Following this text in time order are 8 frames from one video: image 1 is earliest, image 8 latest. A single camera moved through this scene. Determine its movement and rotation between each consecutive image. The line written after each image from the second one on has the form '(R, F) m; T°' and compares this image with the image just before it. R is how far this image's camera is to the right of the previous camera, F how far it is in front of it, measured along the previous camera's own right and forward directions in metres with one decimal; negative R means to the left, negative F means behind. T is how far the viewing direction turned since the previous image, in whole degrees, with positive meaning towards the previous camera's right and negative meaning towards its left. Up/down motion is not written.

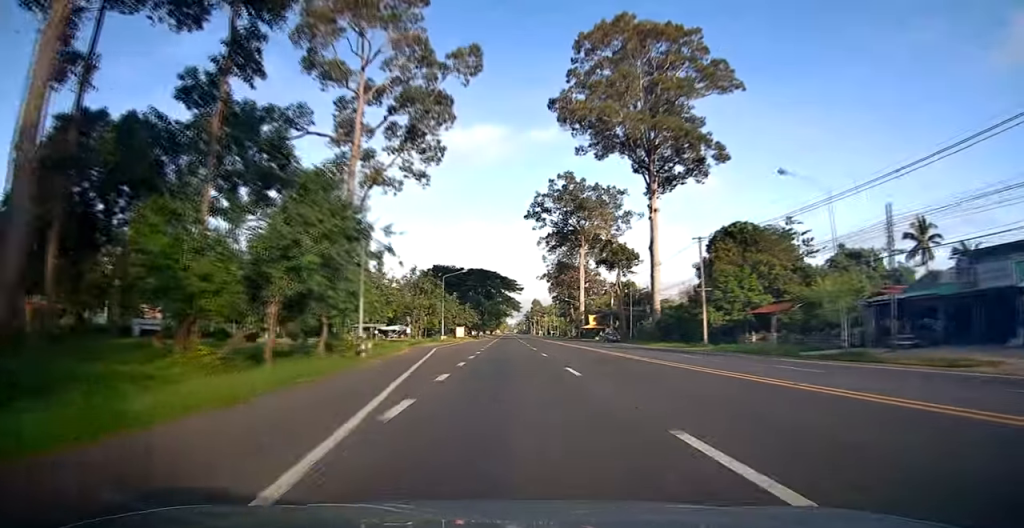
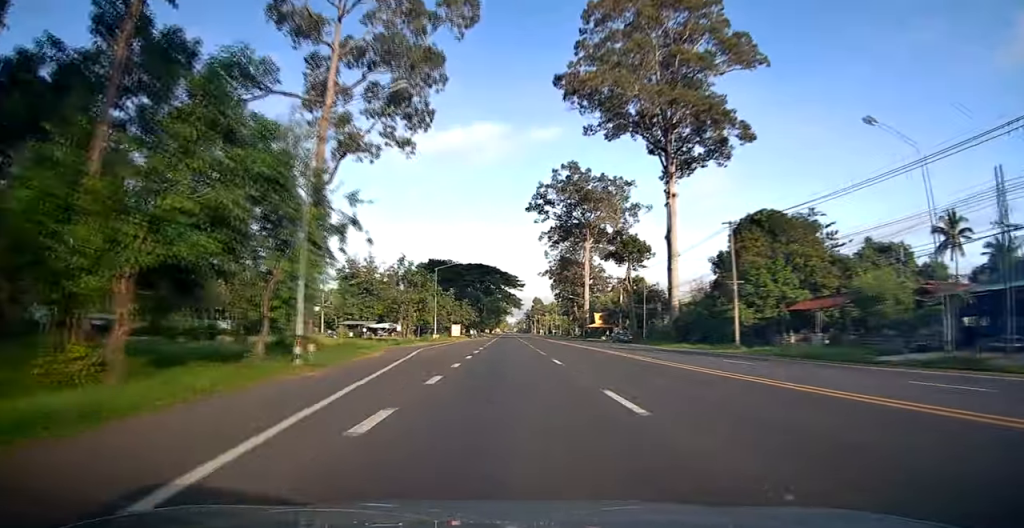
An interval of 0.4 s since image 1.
(0.0, +7.5) m; 0°
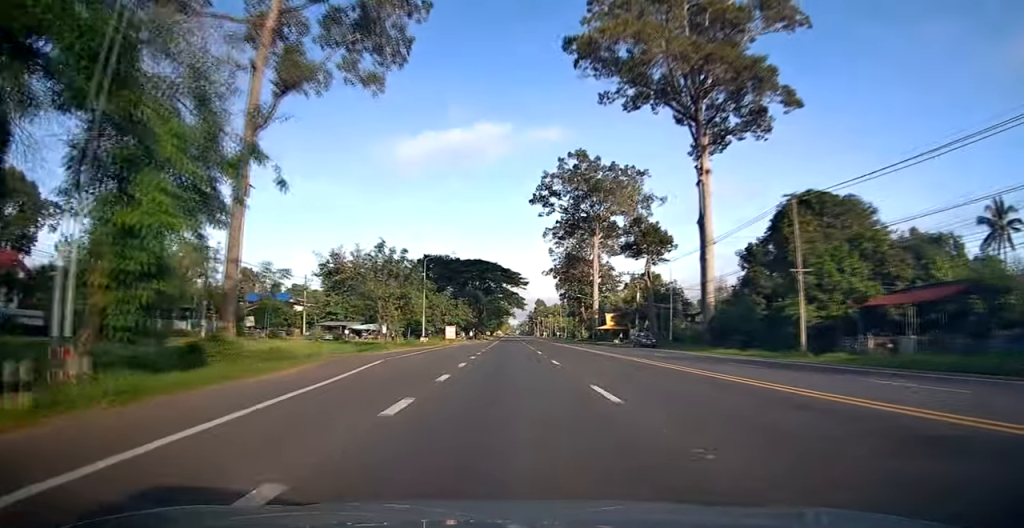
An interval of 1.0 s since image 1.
(-0.1, +10.3) m; +1°
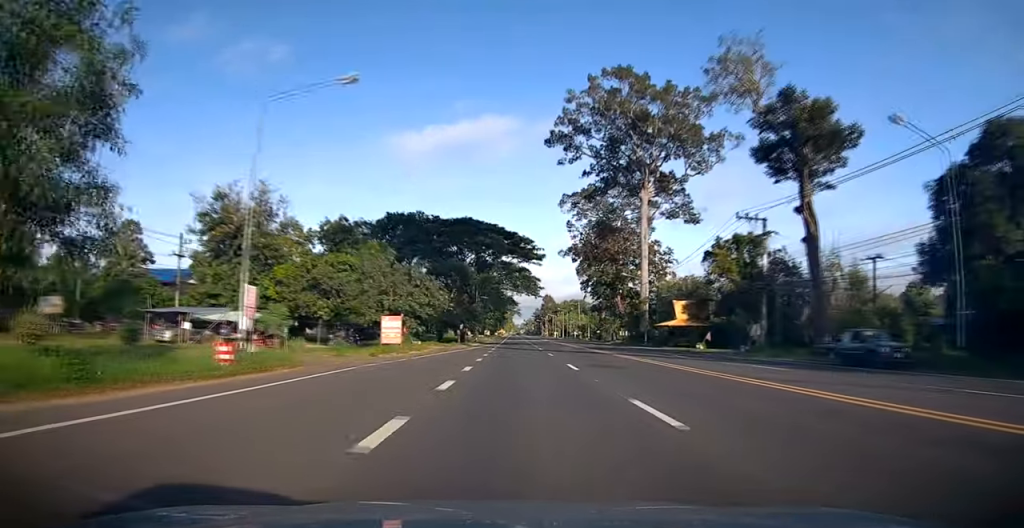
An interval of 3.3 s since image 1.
(+0.4, +38.8) m; -1°
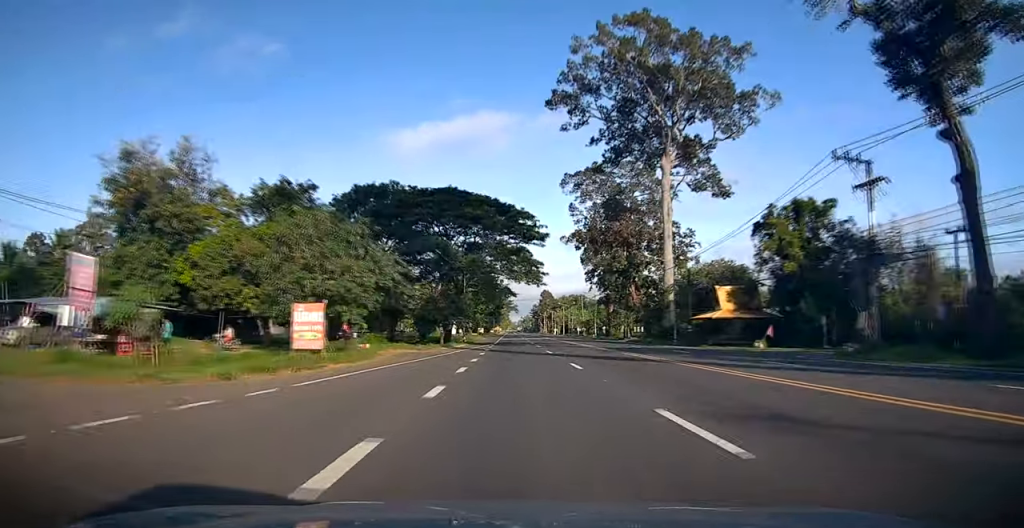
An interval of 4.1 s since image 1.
(0.0, +13.7) m; +1°
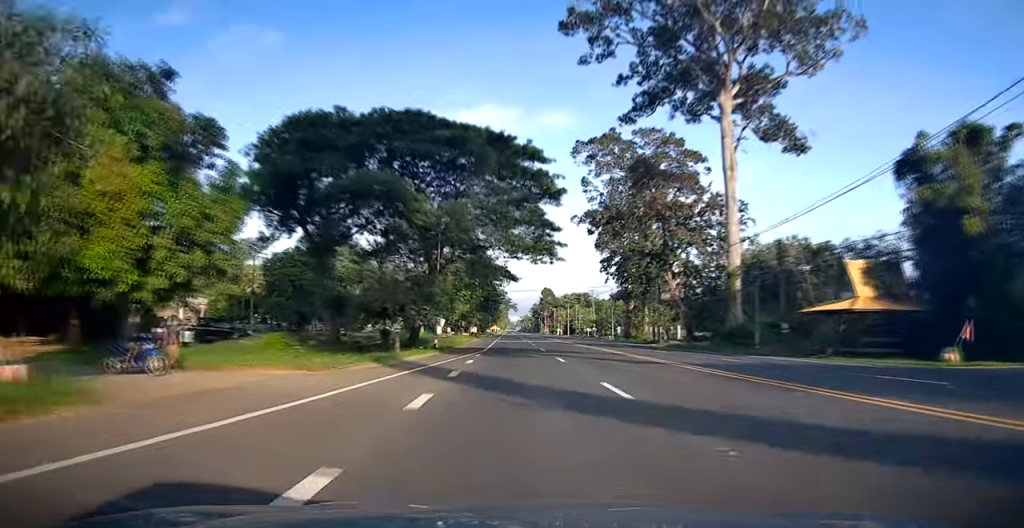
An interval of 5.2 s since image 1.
(+0.4, +19.3) m; 0°
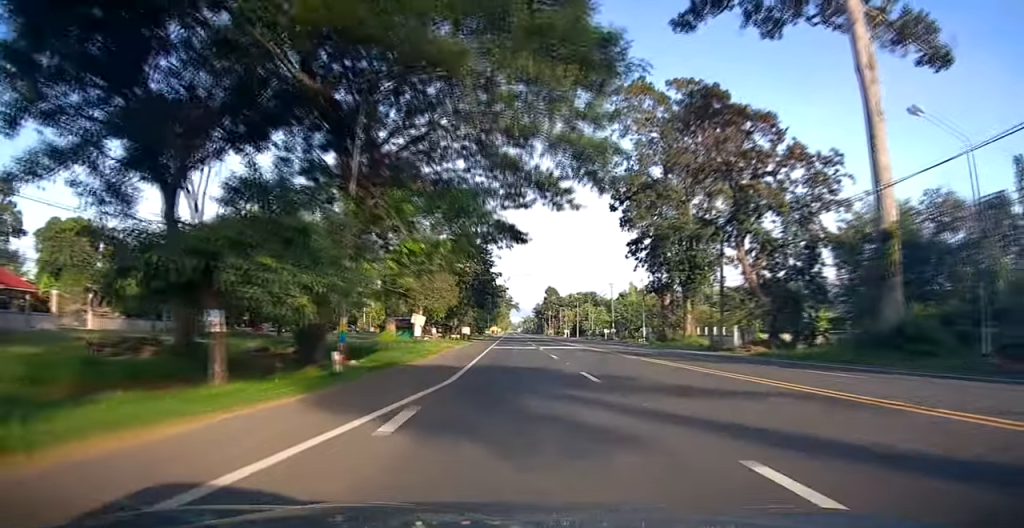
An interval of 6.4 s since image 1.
(-0.6, +20.0) m; -2°
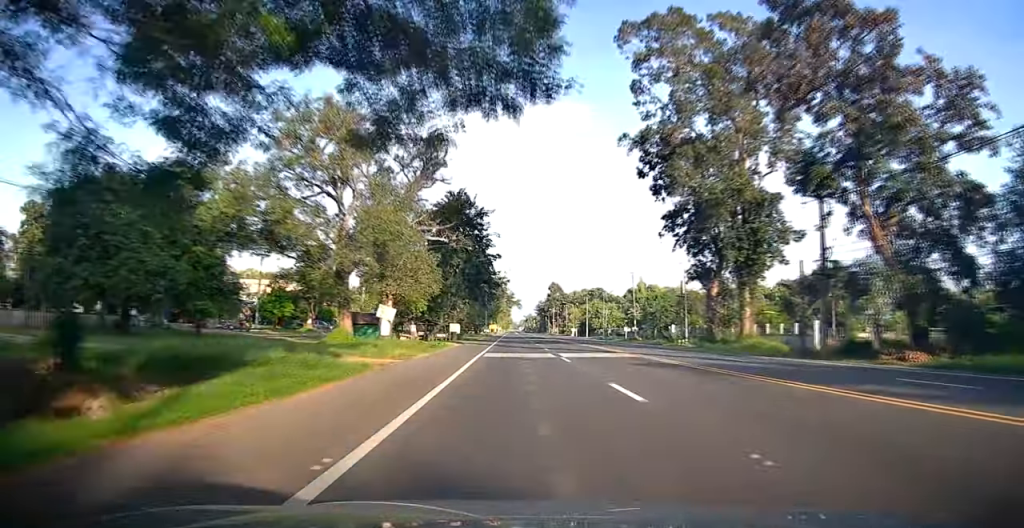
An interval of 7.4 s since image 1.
(+0.1, +16.5) m; +2°
